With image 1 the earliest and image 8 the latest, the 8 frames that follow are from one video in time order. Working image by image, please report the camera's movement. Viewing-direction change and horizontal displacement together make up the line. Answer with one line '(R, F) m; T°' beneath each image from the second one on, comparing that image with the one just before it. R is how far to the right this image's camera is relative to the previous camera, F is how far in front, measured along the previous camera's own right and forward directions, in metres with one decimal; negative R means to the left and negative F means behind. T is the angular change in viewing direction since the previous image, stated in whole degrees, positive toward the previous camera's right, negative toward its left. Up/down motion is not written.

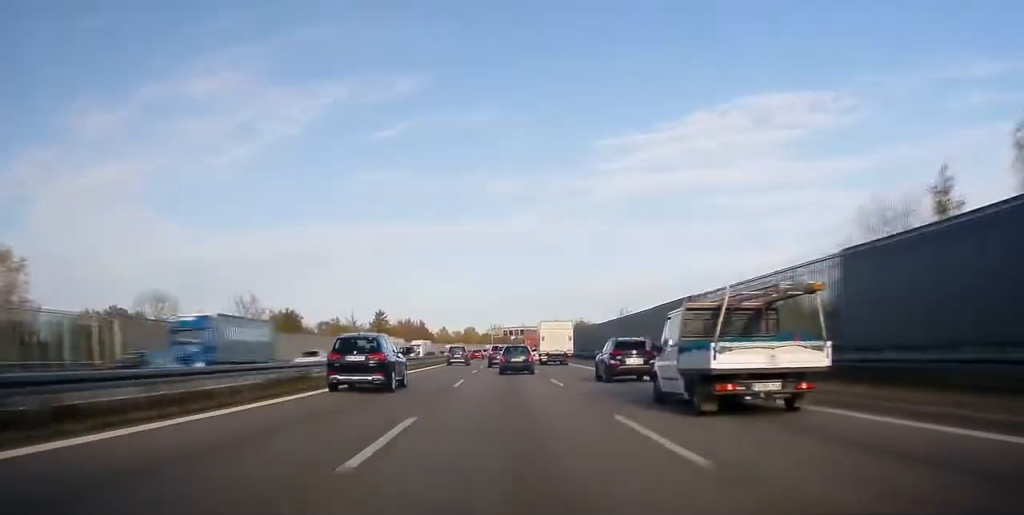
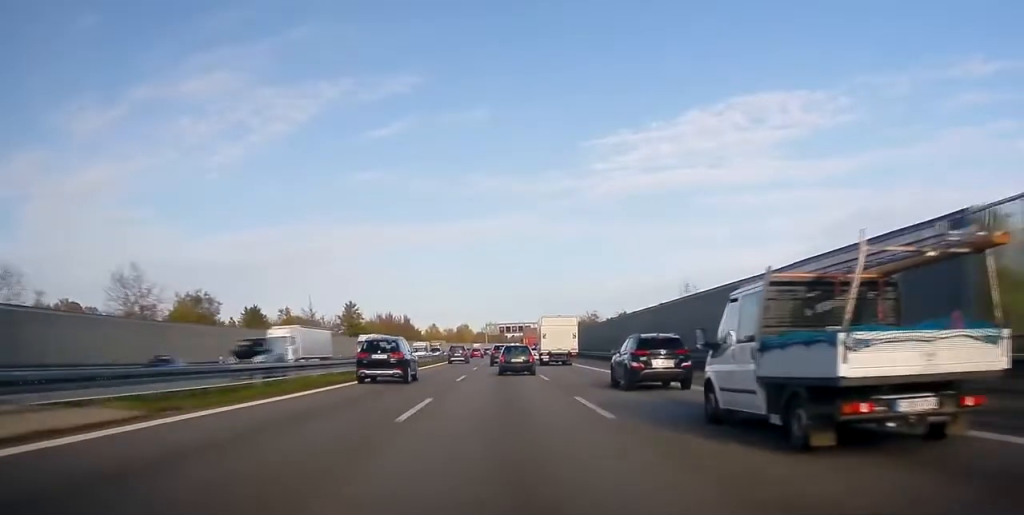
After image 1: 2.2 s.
(+1.3, +29.8) m; +2°
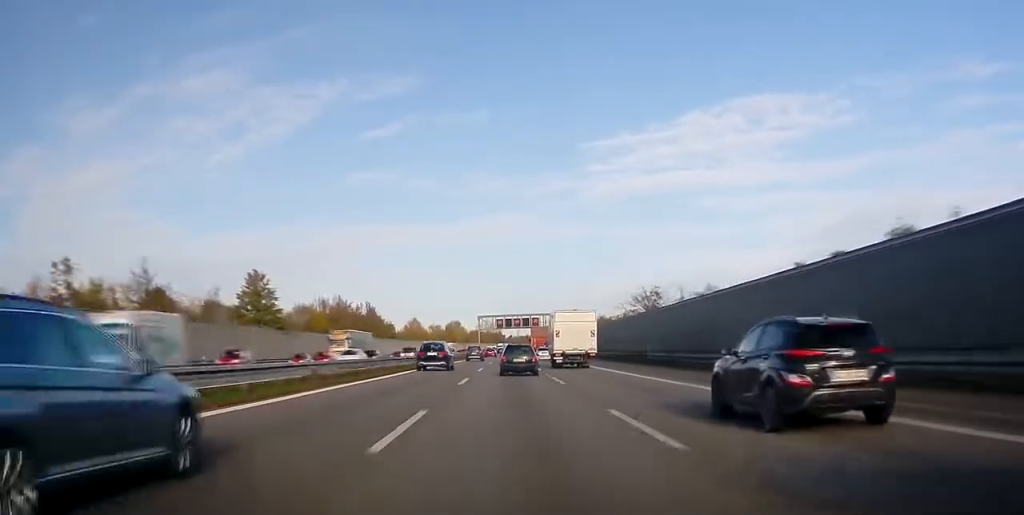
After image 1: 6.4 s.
(+0.8, +58.0) m; +1°
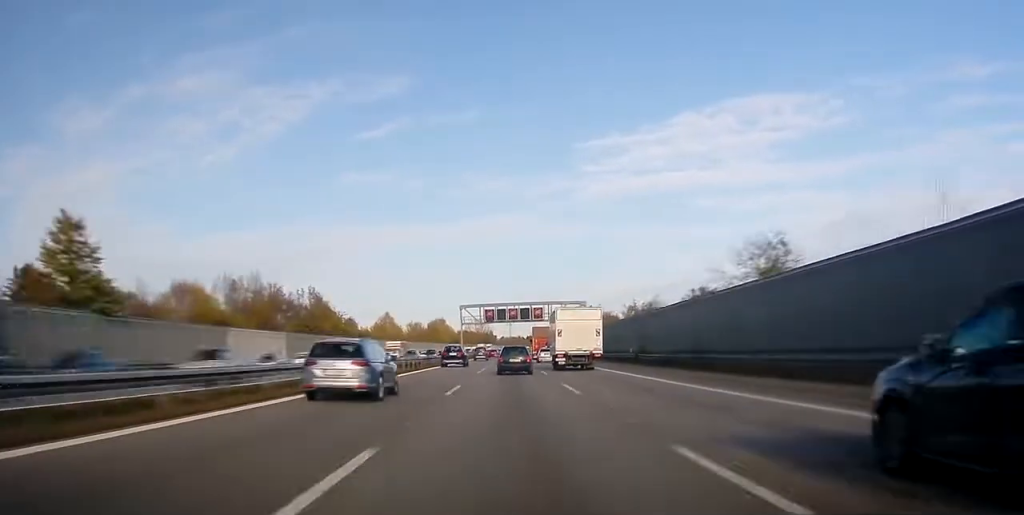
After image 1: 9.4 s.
(+0.1, +42.4) m; +1°
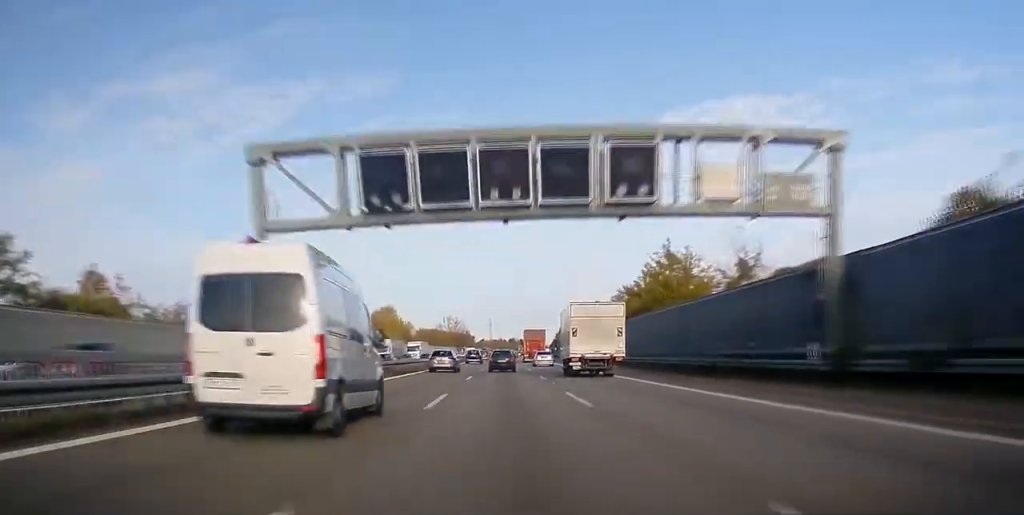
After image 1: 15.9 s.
(+1.6, +96.4) m; +1°
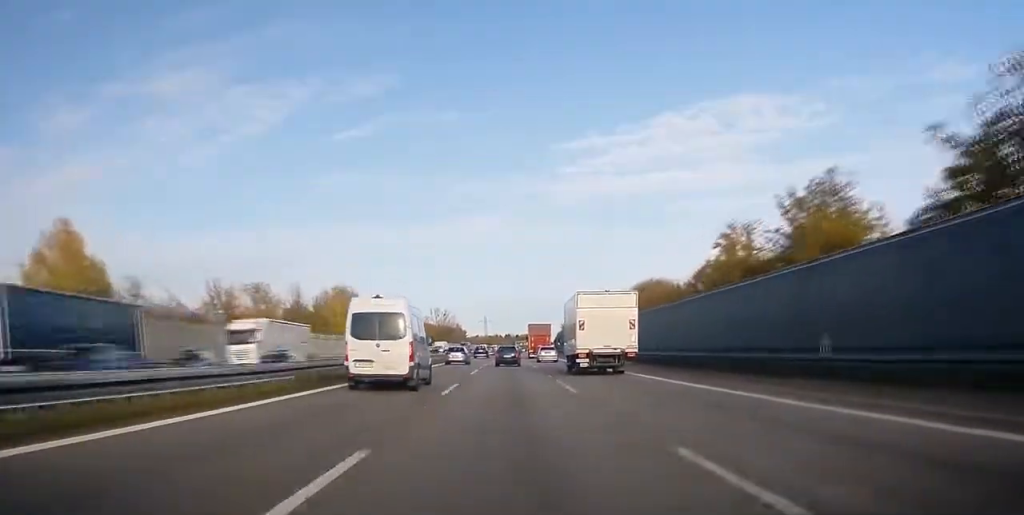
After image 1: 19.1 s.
(0.0, +49.5) m; 0°
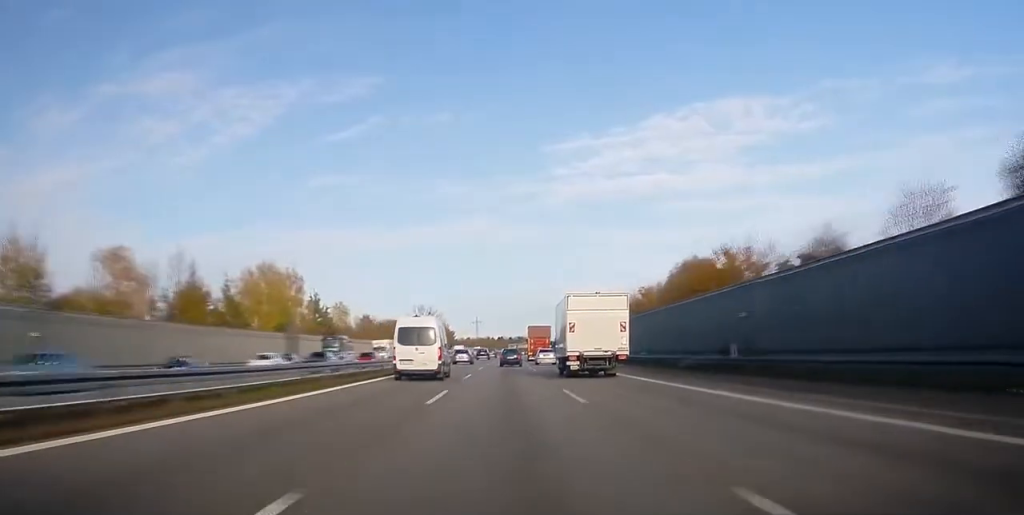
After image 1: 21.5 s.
(-0.1, +39.0) m; 0°
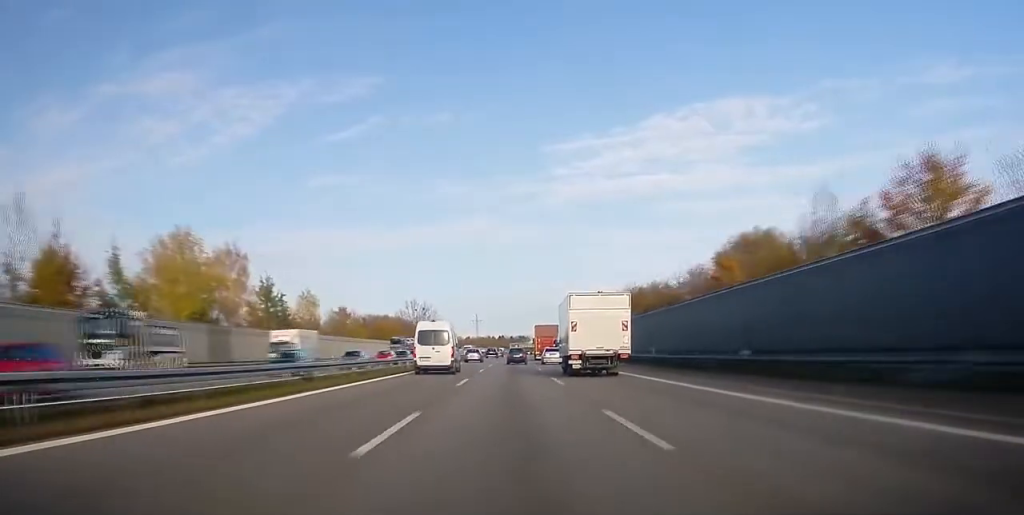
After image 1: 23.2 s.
(+0.2, +28.5) m; 0°
